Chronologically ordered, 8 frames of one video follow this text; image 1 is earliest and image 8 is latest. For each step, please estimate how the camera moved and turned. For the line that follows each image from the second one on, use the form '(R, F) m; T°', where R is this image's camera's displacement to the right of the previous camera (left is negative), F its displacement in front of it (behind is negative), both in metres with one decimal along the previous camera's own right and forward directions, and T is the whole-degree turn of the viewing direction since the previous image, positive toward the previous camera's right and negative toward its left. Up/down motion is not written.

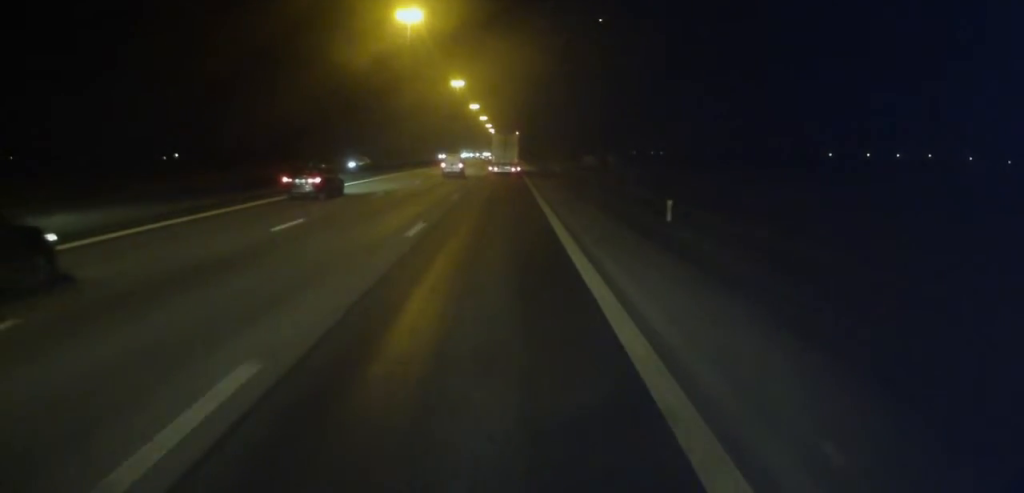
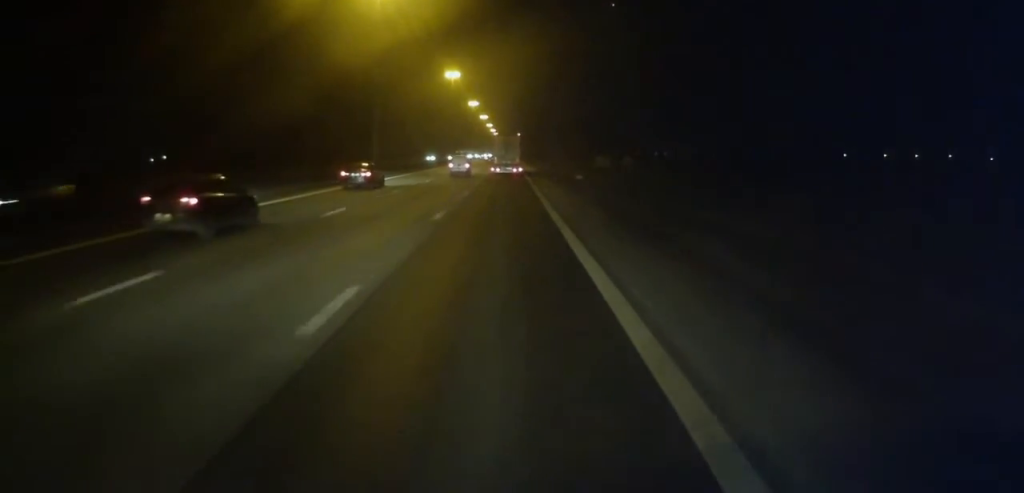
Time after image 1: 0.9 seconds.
(0.0, +20.2) m; 0°
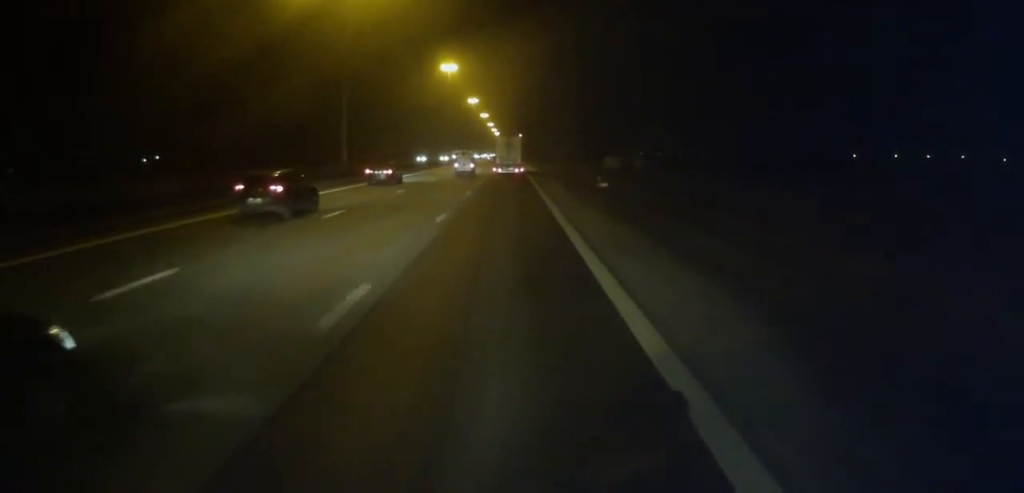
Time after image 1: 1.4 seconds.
(0.0, +12.1) m; 0°
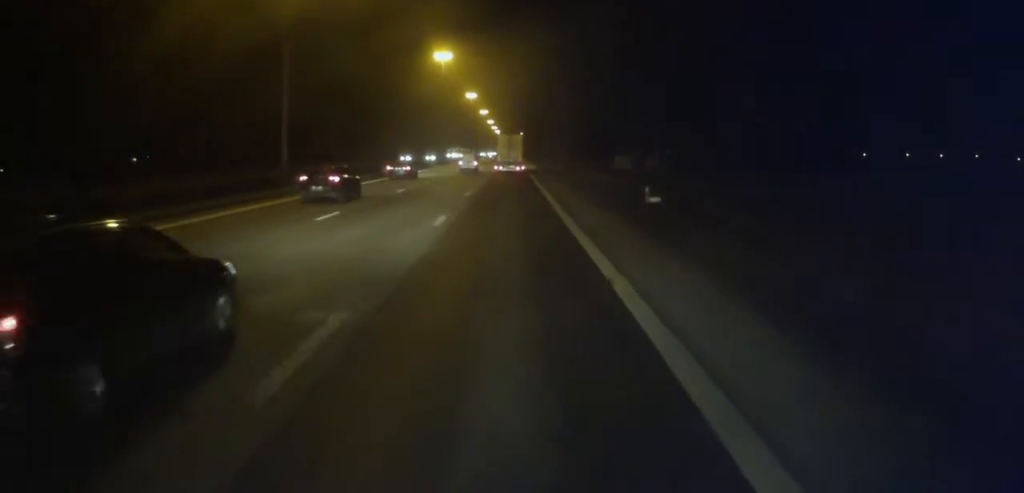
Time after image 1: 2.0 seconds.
(0.0, +13.8) m; 0°
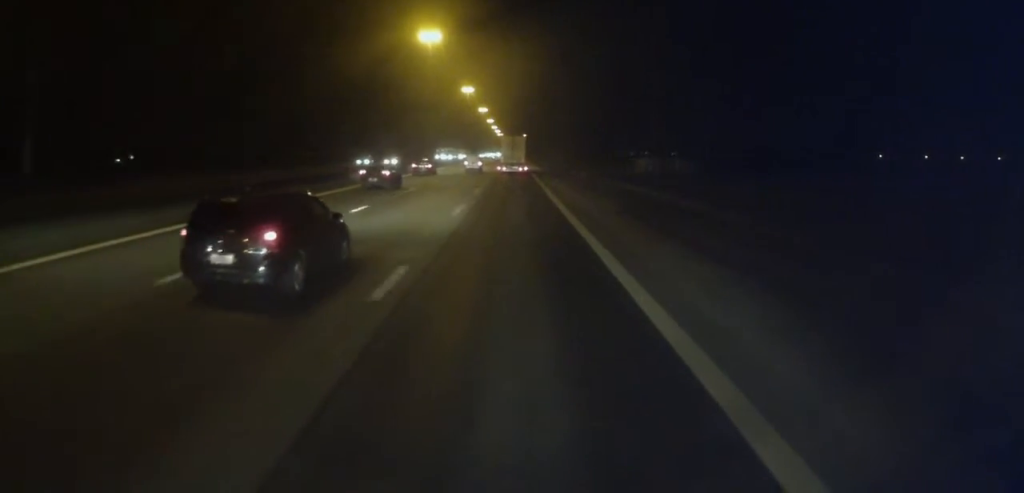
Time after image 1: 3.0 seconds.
(0.0, +21.5) m; 0°
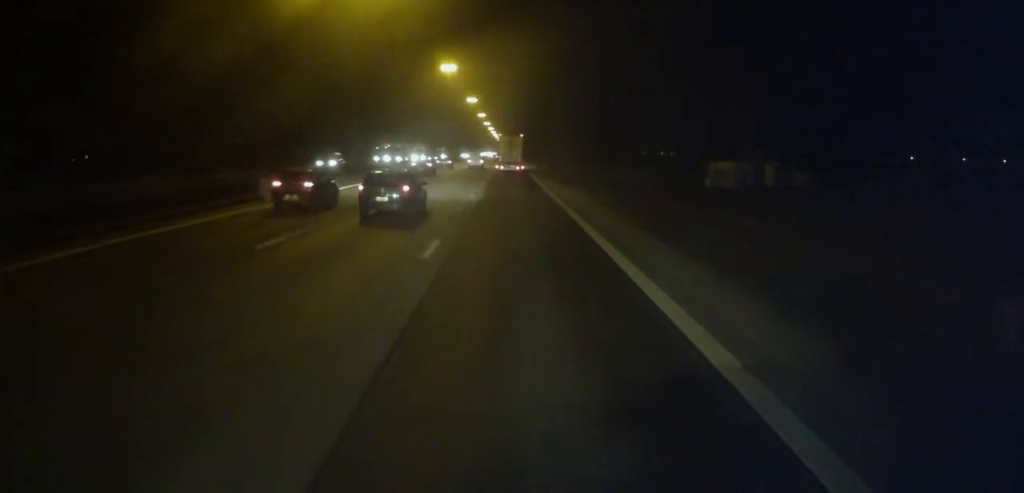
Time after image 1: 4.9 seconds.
(0.0, +45.8) m; 0°
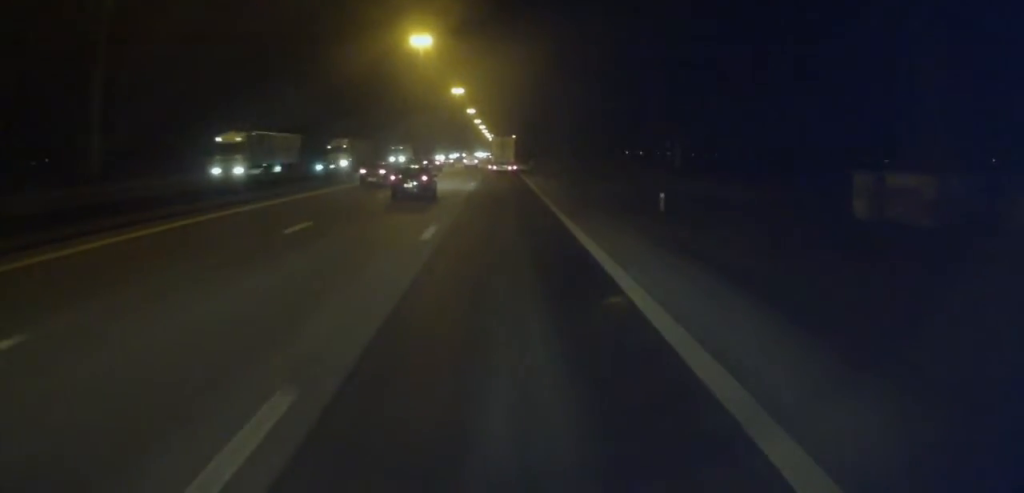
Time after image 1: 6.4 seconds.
(0.0, +34.3) m; 0°
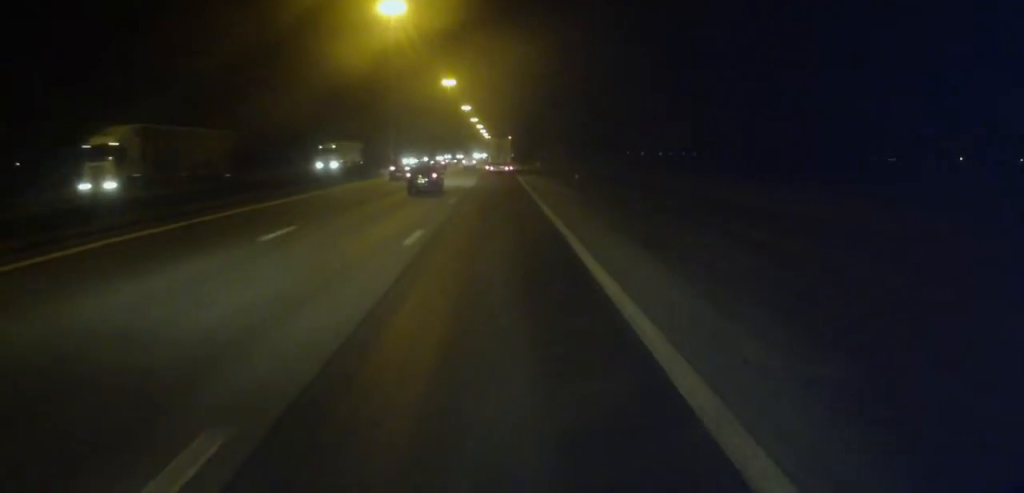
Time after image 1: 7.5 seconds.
(0.0, +25.7) m; 0°
